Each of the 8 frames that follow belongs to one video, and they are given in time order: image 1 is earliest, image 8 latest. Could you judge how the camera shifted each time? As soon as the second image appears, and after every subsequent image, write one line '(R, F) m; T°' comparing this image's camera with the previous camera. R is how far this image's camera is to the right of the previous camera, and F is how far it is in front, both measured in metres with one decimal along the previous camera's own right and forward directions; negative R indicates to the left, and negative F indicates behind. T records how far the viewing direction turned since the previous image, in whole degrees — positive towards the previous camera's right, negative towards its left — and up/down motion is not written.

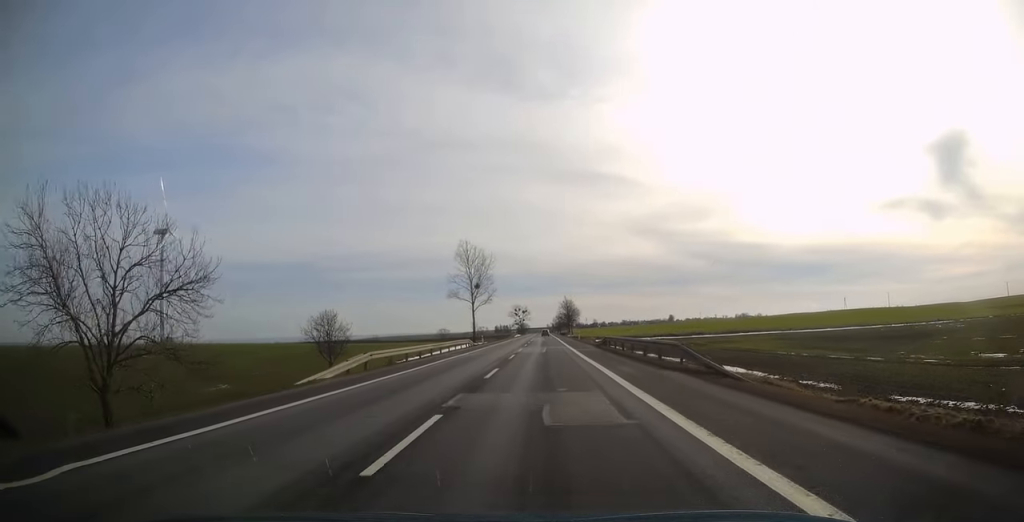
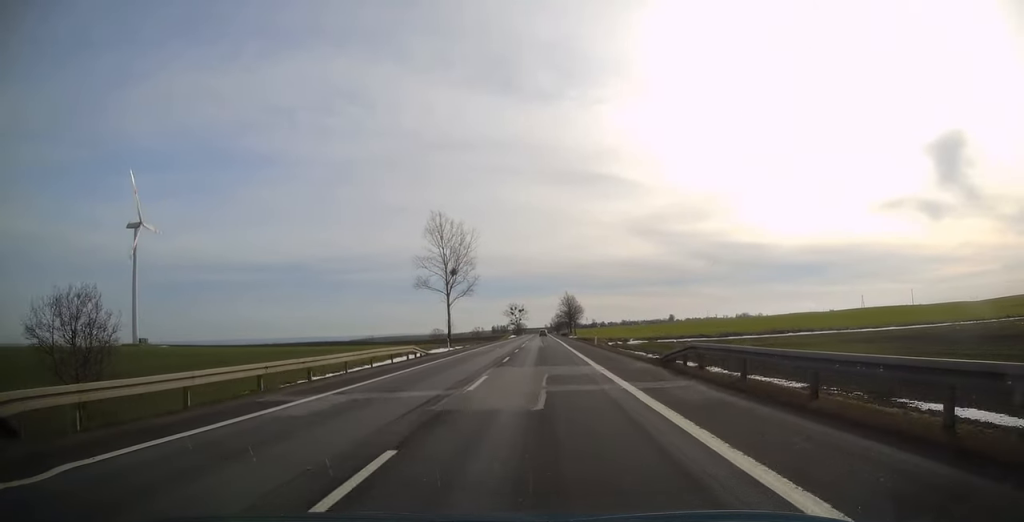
(0.0, +27.1) m; 0°
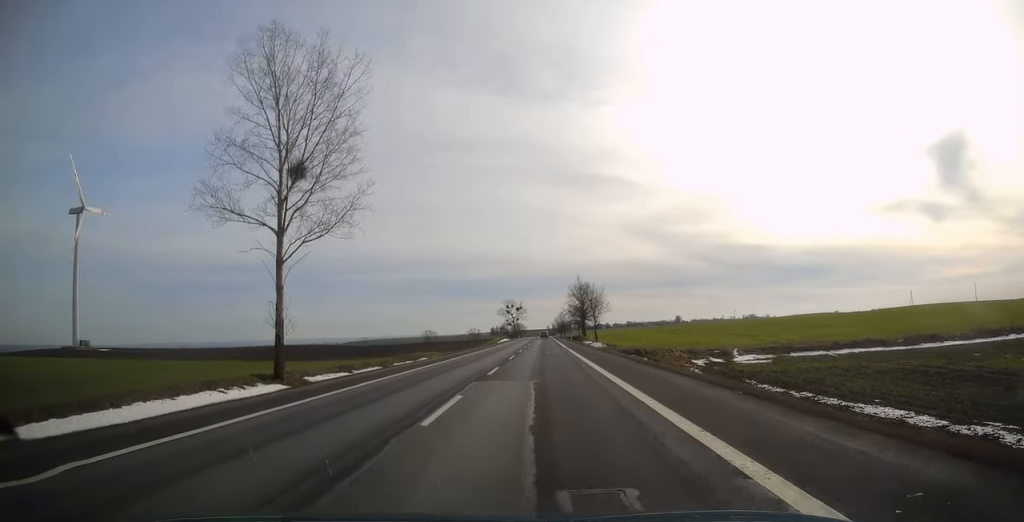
(+0.1, +54.7) m; 0°
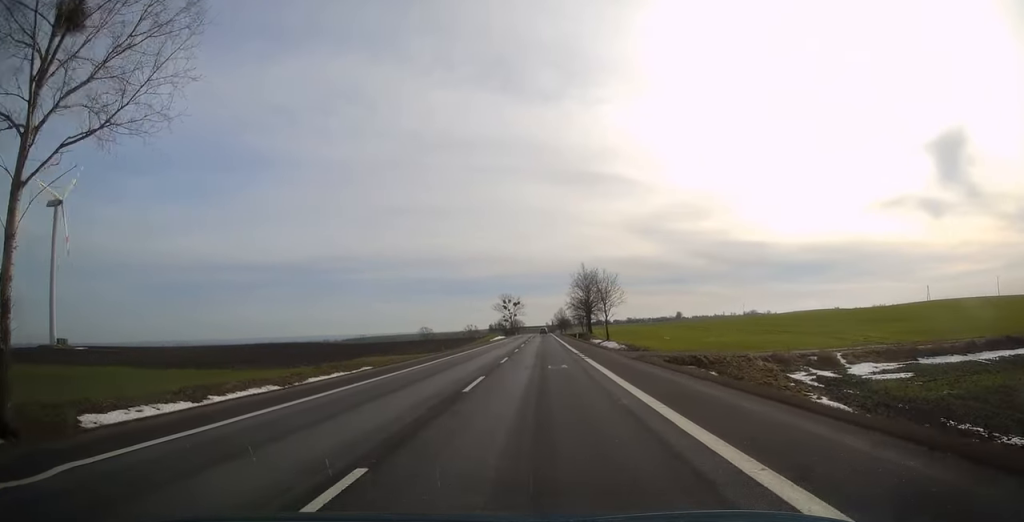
(-0.1, +17.5) m; 0°
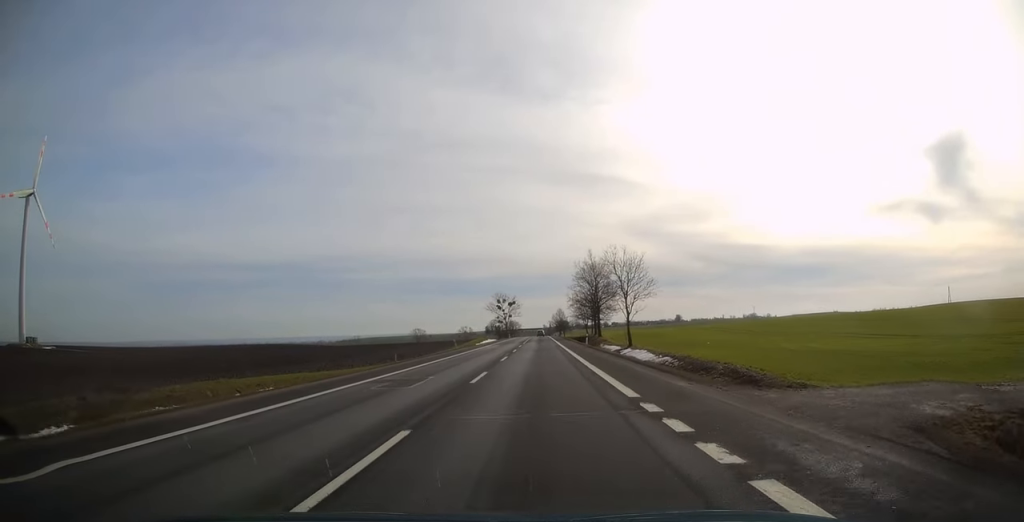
(0.0, +21.2) m; +1°
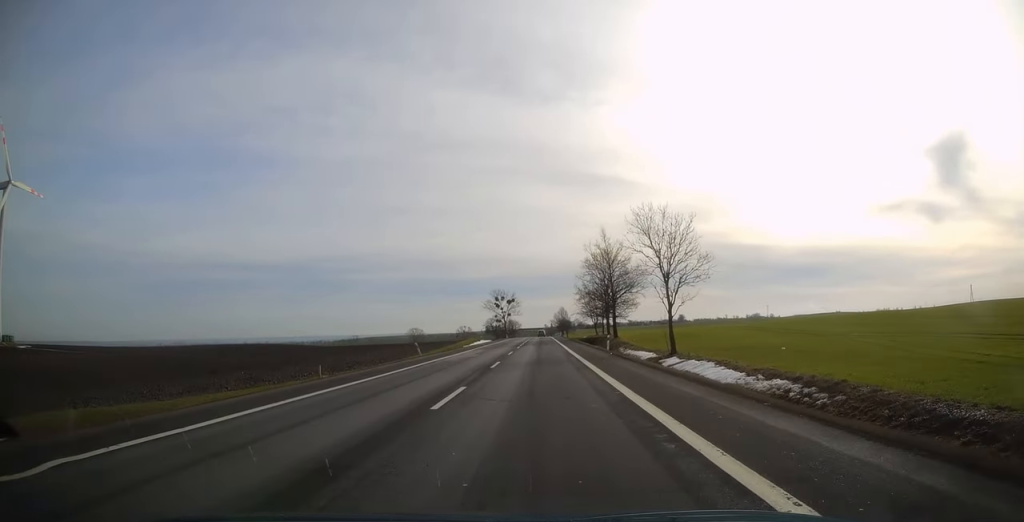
(+0.2, +17.5) m; 0°
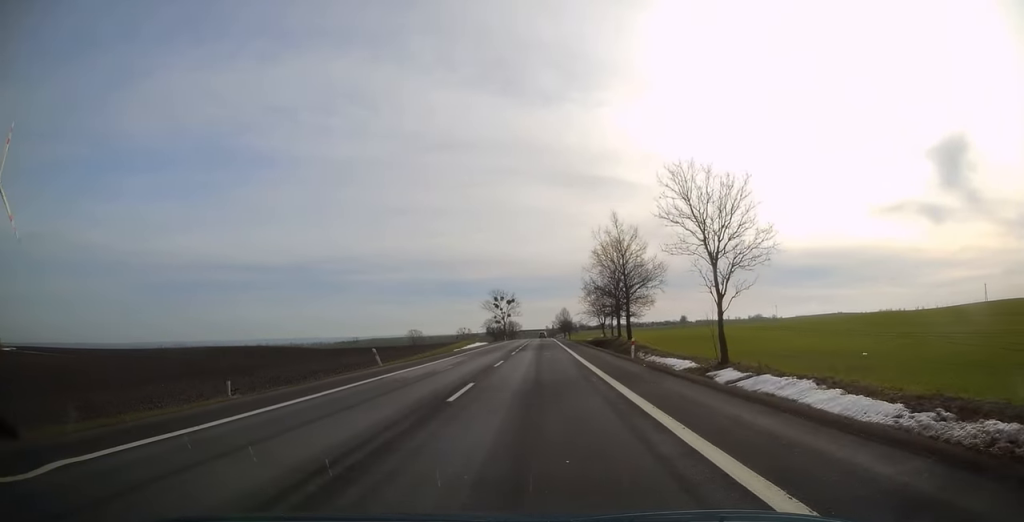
(0.0, +10.3) m; 0°
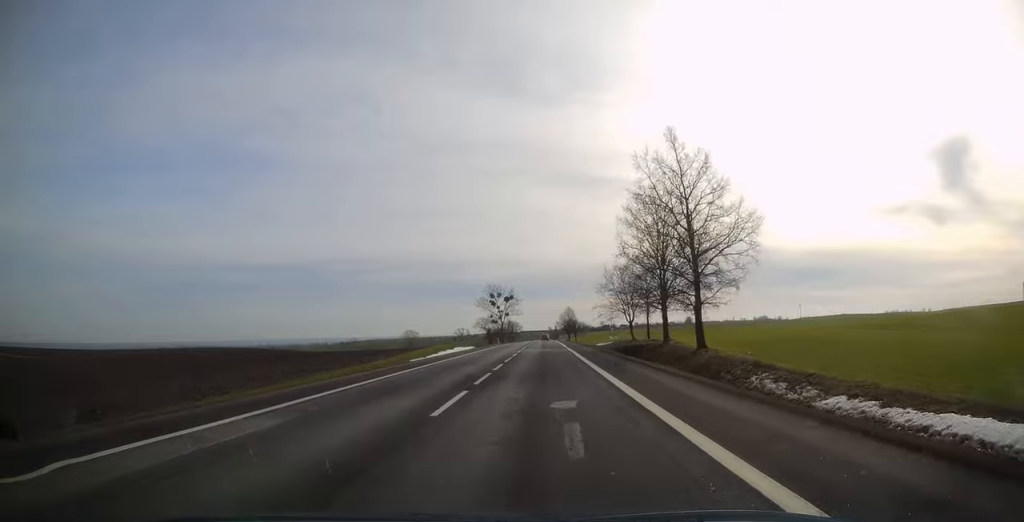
(-0.2, +25.9) m; 0°
